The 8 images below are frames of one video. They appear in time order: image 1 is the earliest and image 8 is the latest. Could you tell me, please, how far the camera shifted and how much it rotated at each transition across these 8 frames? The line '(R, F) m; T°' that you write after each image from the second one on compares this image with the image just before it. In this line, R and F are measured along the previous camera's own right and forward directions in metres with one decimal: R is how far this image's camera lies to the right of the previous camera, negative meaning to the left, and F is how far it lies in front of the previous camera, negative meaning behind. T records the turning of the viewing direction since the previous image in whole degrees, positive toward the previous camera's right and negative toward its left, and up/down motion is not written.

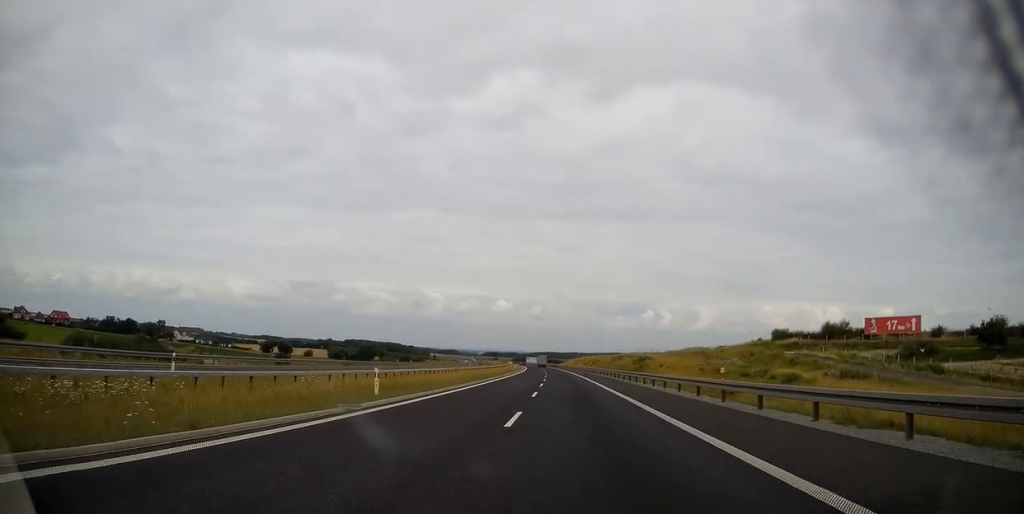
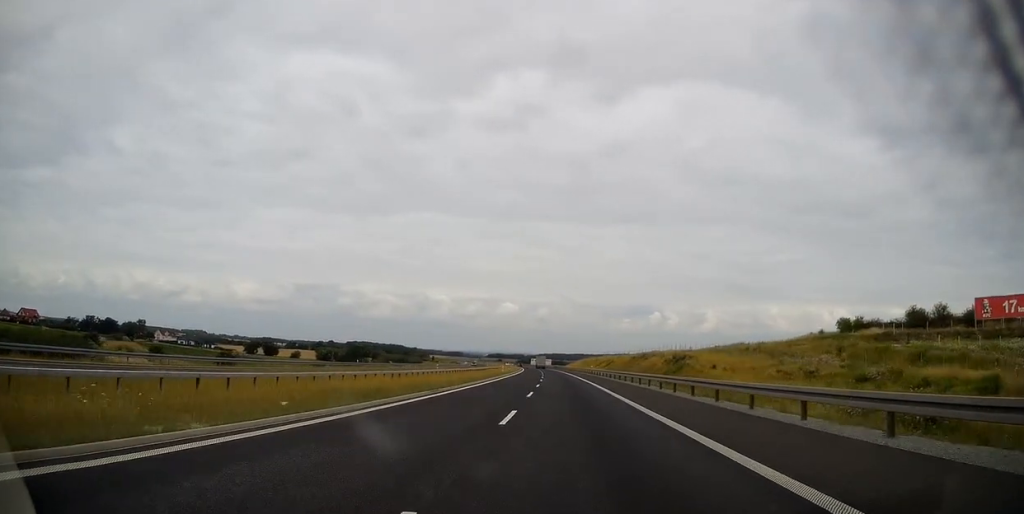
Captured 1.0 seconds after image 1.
(-0.2, +35.6) m; -1°
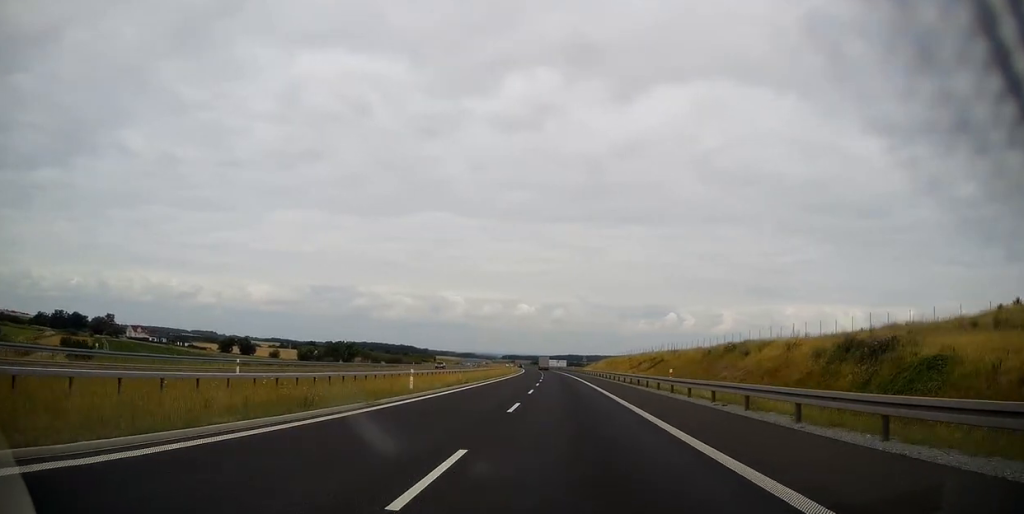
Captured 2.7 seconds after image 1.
(-0.5, +56.2) m; -1°
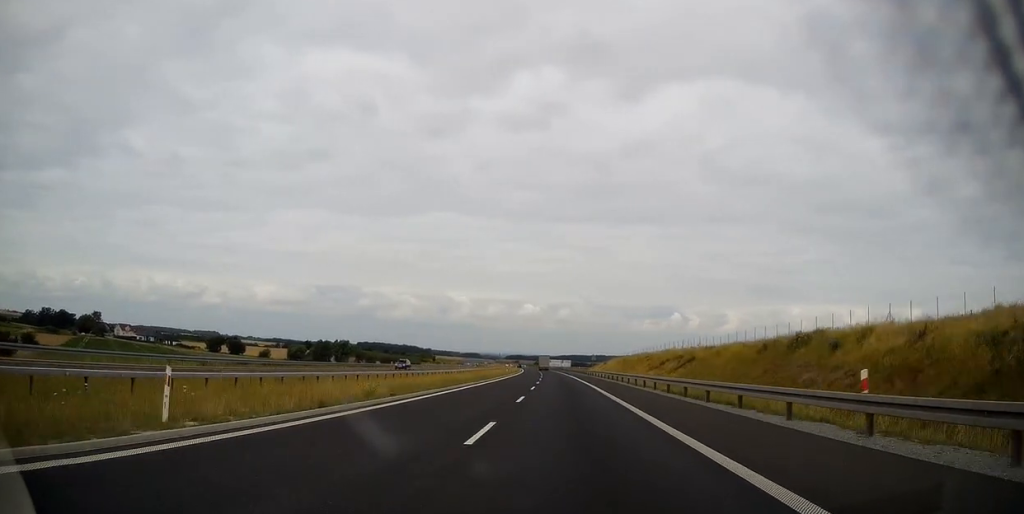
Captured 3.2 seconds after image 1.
(-0.1, +19.5) m; -1°
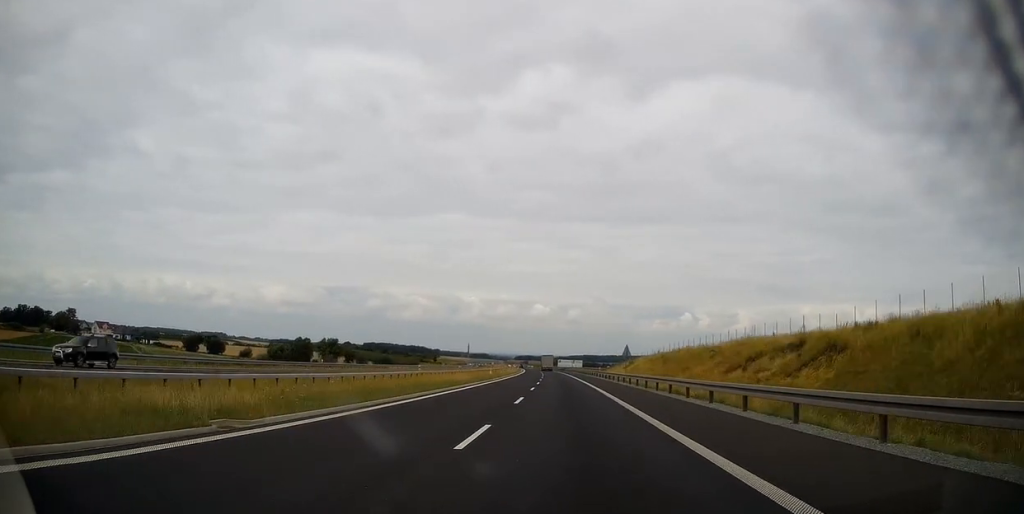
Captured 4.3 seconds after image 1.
(-0.4, +36.8) m; -1°
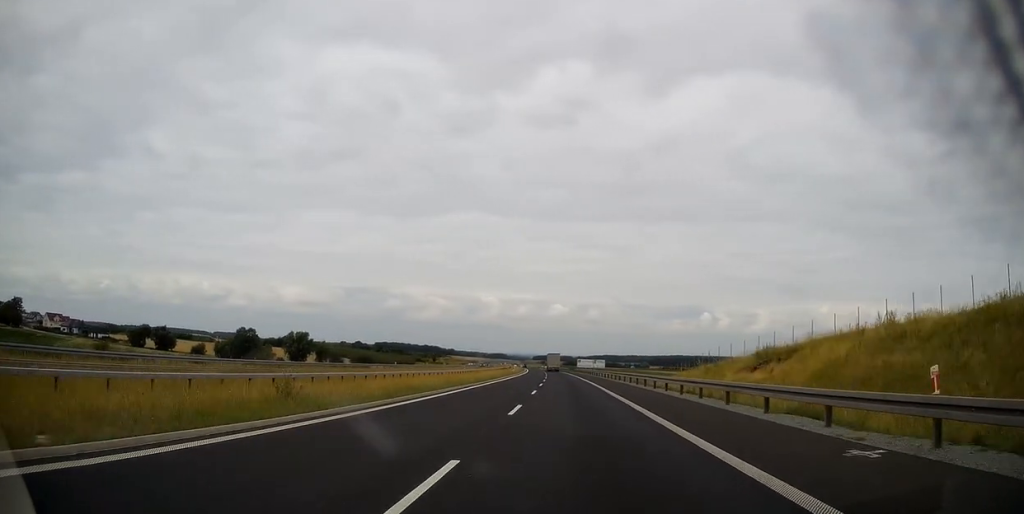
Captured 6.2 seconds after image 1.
(-1.1, +65.5) m; -2°
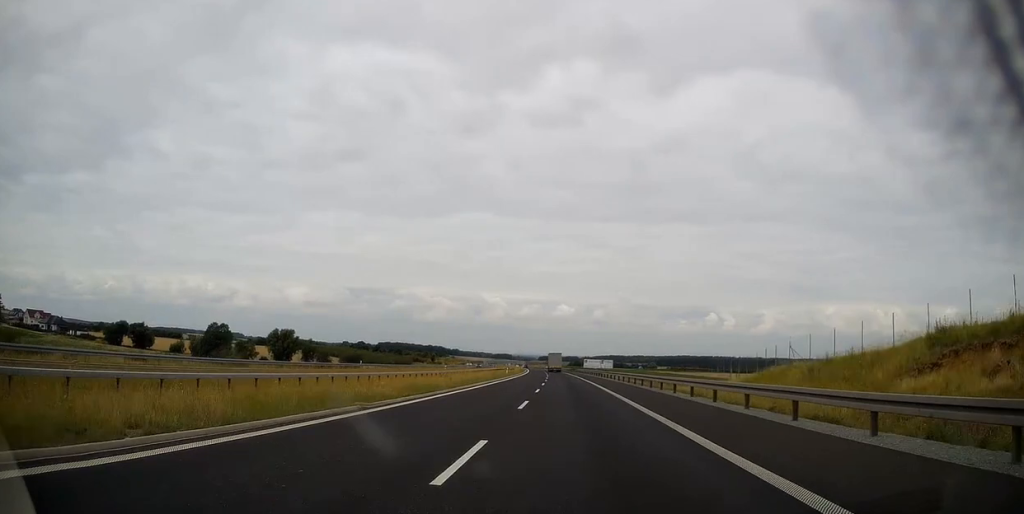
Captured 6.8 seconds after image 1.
(-0.1, +20.7) m; 0°
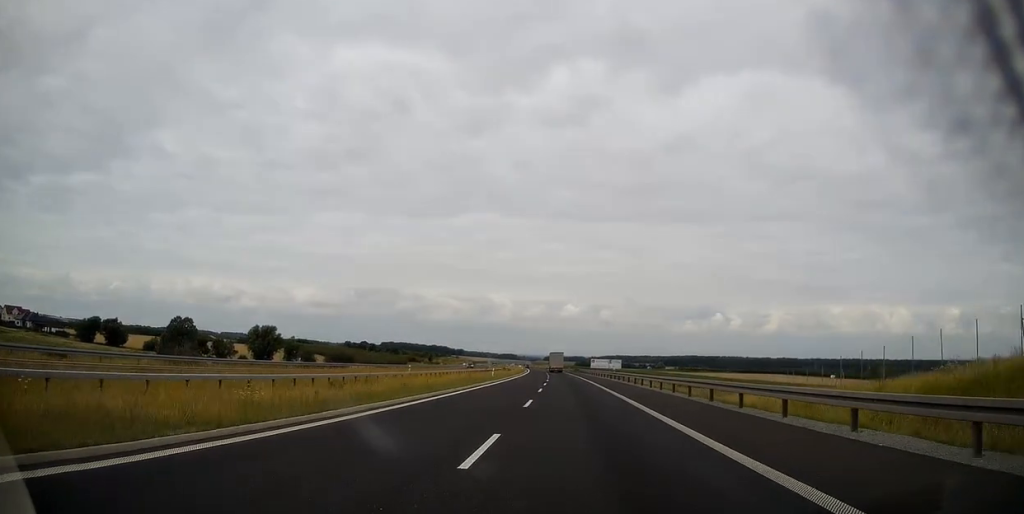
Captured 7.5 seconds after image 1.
(0.0, +23.0) m; 0°
